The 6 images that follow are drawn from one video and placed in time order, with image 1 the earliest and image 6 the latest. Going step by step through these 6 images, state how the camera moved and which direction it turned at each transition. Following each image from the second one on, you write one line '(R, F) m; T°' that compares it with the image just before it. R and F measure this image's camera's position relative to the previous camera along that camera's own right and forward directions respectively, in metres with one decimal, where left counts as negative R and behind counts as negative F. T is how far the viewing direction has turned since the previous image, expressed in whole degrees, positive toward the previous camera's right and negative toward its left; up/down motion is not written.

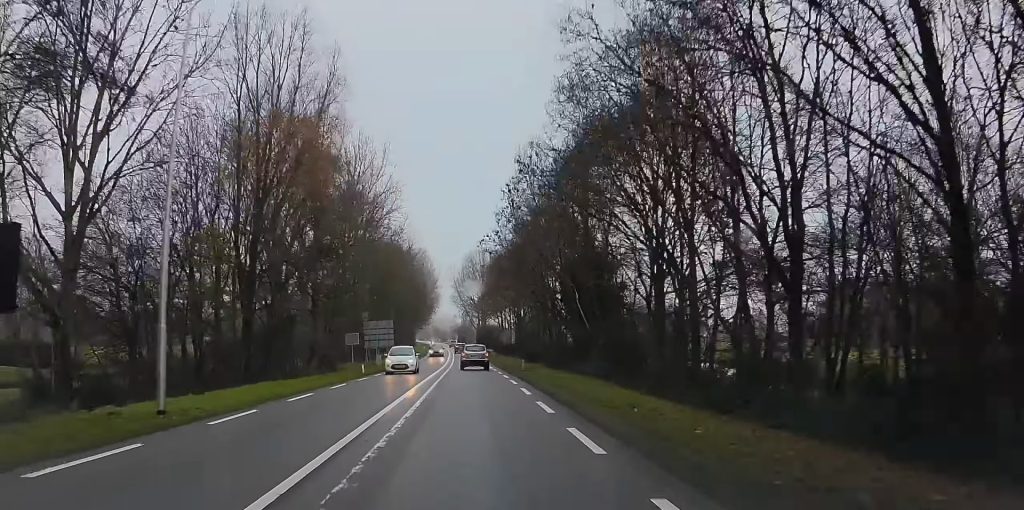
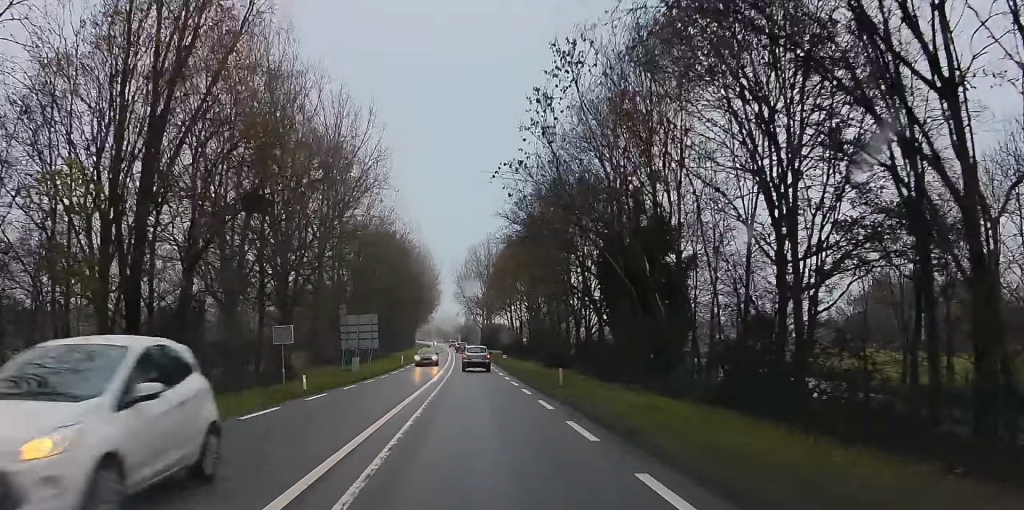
(0.0, +15.7) m; 0°
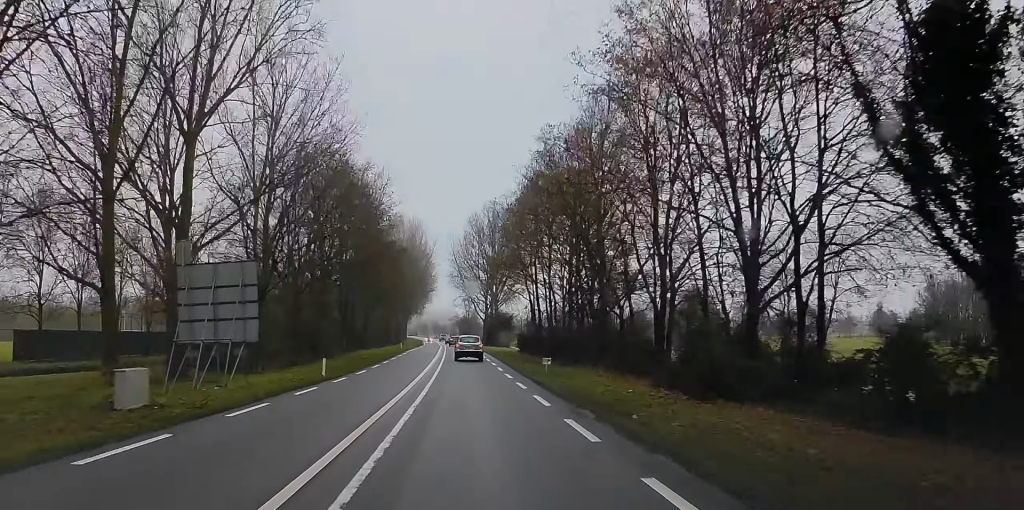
(0.0, +34.4) m; 0°
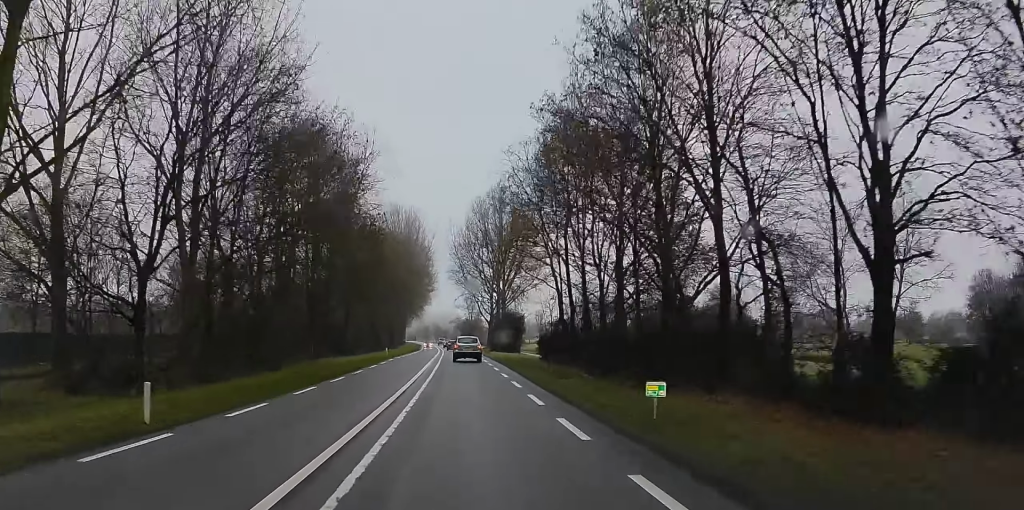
(0.0, +17.1) m; 0°
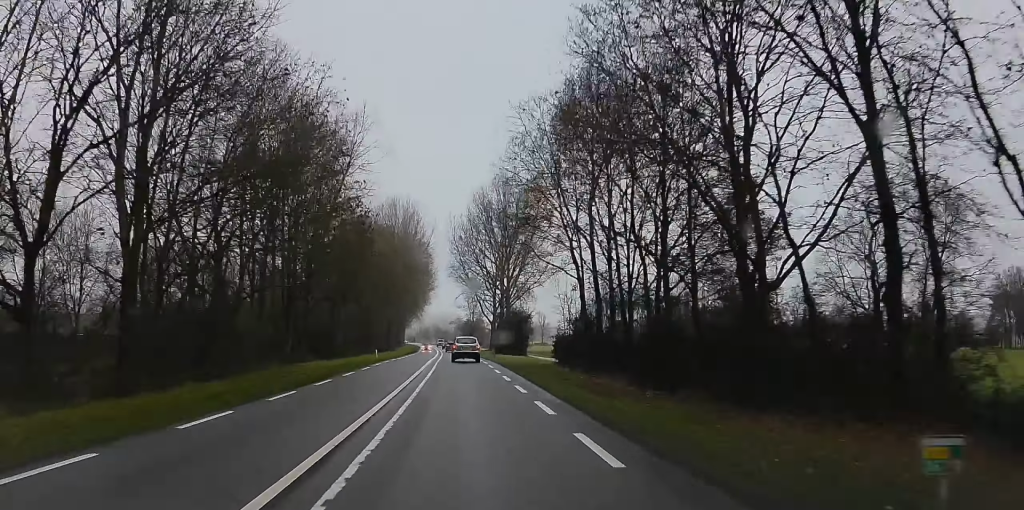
(0.0, +8.2) m; 0°
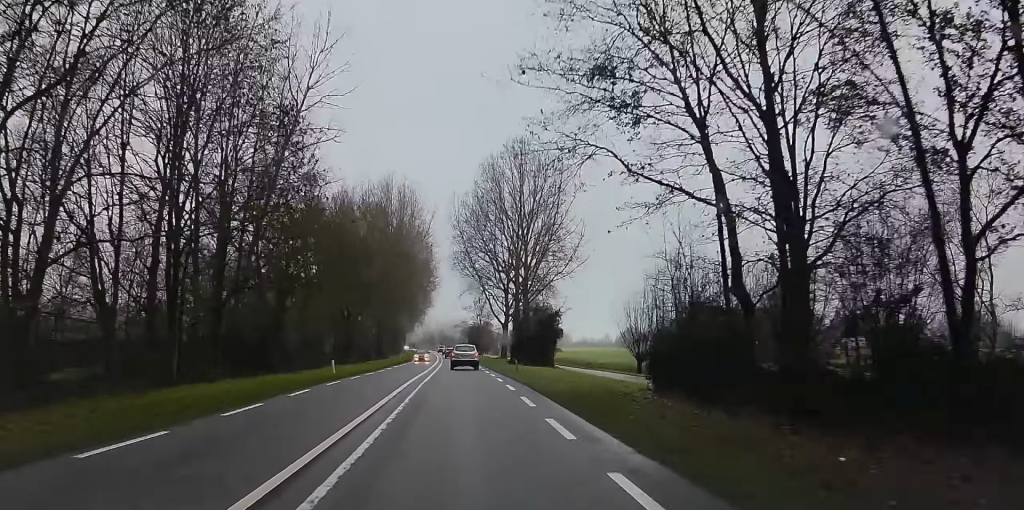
(-0.1, +20.6) m; -2°
